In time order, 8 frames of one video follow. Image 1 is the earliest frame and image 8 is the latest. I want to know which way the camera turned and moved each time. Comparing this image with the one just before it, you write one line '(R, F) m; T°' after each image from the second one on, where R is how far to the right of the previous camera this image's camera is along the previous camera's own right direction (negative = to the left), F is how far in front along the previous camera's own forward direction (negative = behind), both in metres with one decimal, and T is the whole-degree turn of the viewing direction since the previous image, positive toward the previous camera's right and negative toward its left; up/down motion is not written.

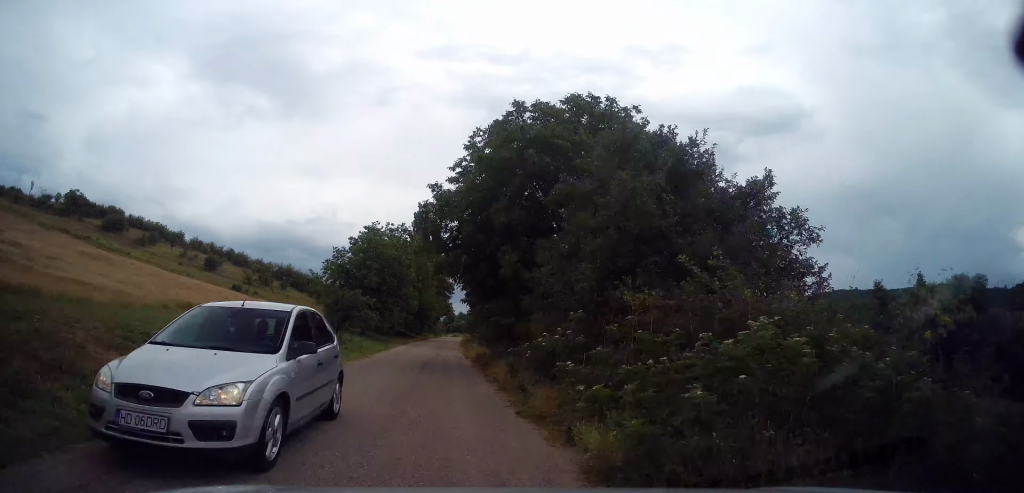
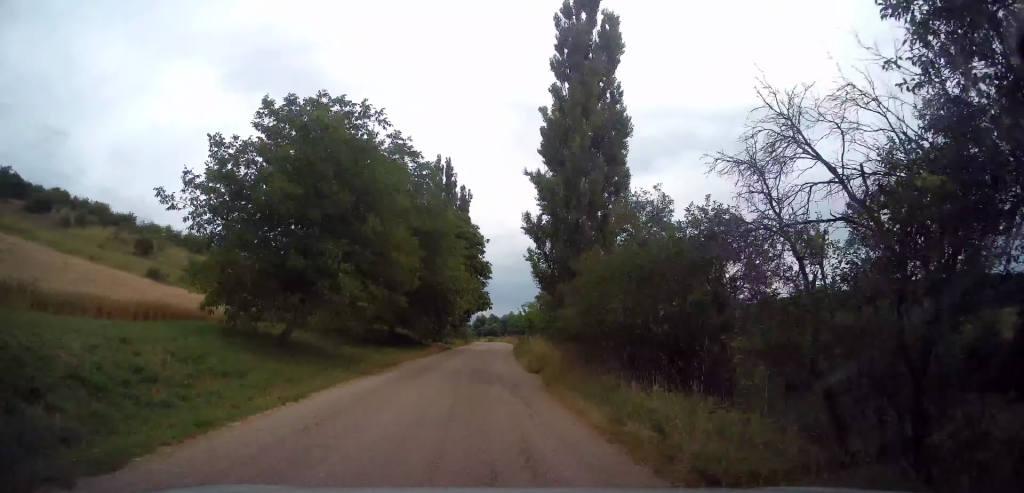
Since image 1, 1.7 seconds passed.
(-1.7, +34.3) m; -3°
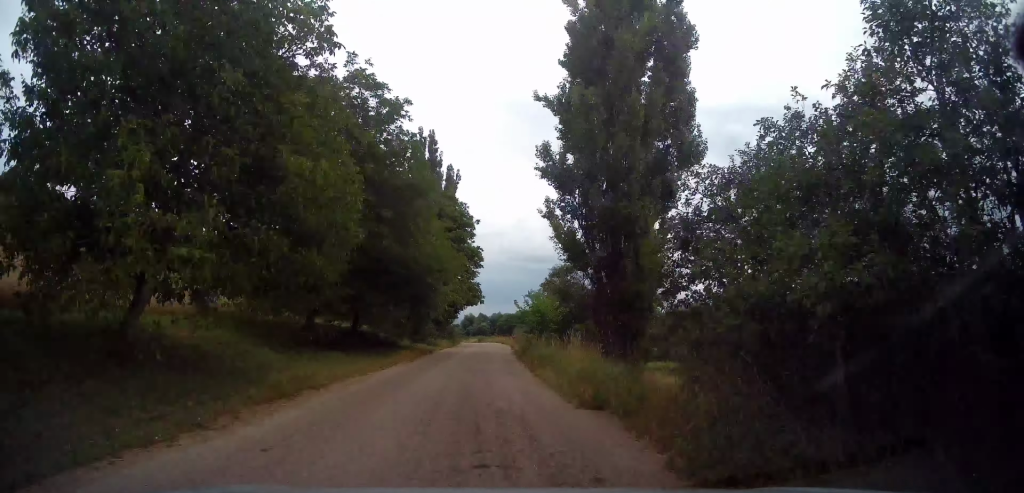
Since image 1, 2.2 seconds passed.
(0.0, +11.7) m; 0°
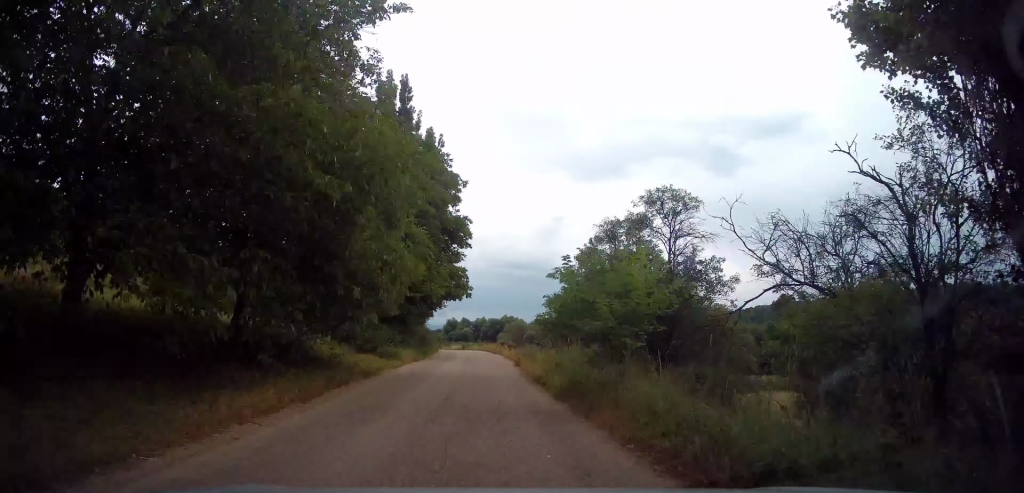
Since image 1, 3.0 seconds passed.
(+0.2, +17.3) m; +1°
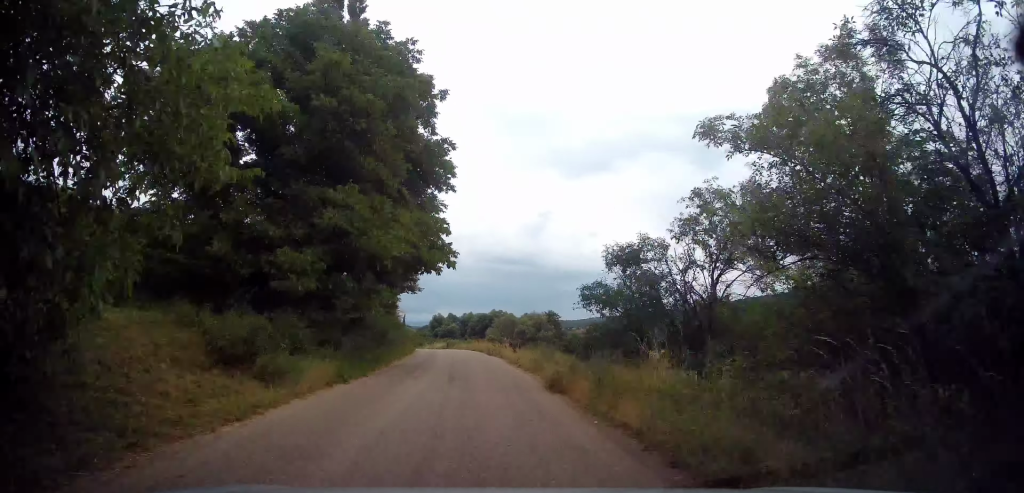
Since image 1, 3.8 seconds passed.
(+0.1, +14.9) m; +1°
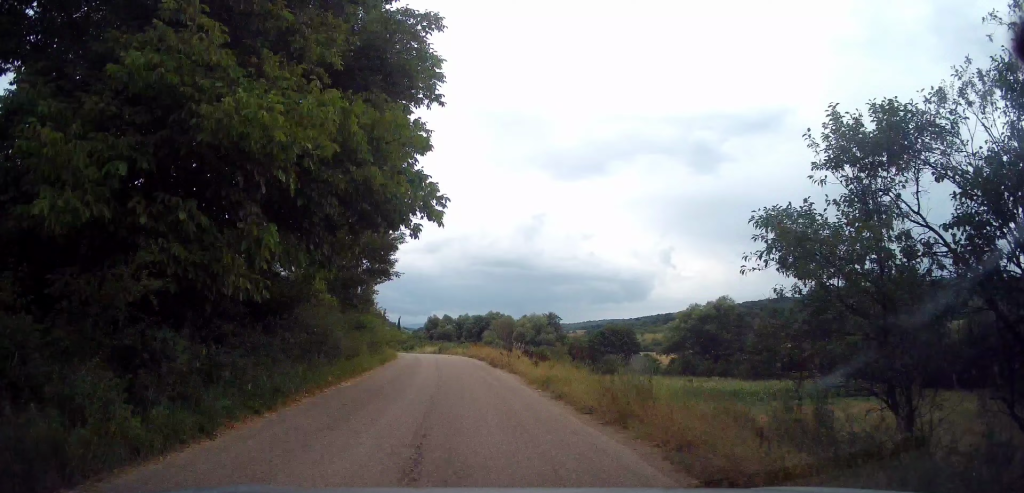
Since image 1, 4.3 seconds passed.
(+0.1, +9.9) m; 0°
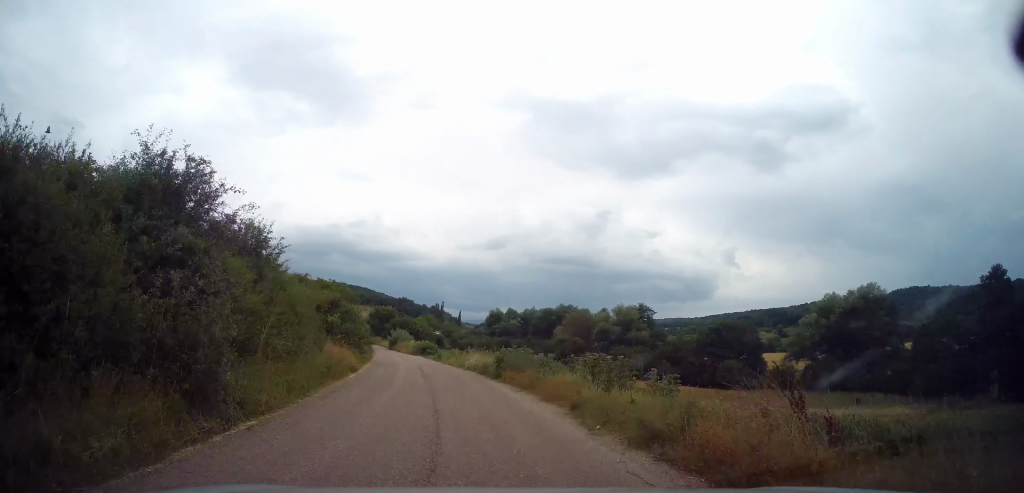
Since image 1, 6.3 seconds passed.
(-2.0, +34.0) m; -7°
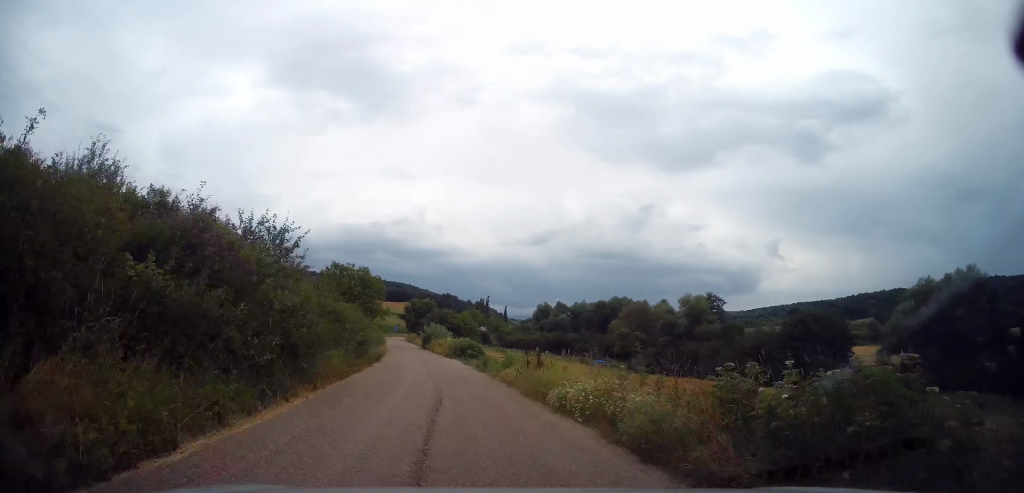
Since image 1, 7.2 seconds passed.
(-0.1, +14.7) m; -3°
